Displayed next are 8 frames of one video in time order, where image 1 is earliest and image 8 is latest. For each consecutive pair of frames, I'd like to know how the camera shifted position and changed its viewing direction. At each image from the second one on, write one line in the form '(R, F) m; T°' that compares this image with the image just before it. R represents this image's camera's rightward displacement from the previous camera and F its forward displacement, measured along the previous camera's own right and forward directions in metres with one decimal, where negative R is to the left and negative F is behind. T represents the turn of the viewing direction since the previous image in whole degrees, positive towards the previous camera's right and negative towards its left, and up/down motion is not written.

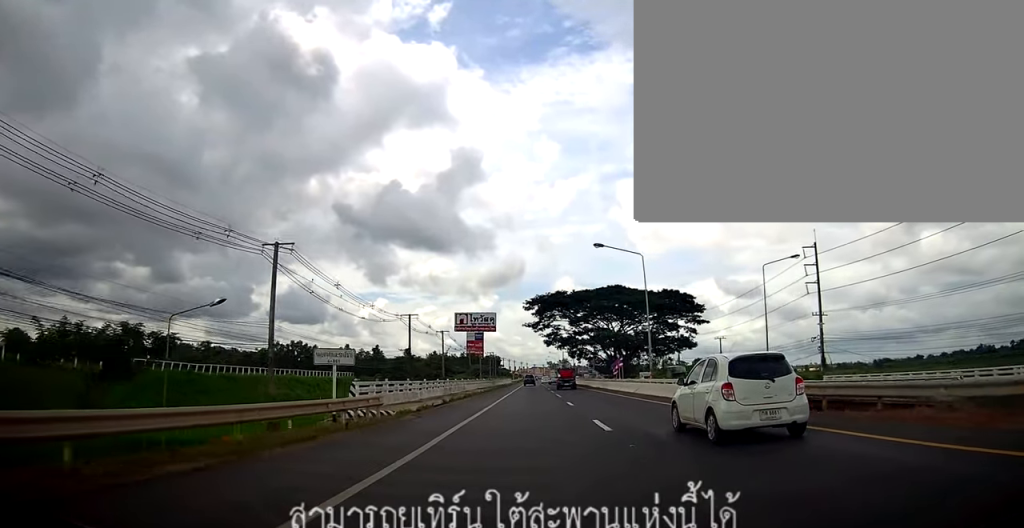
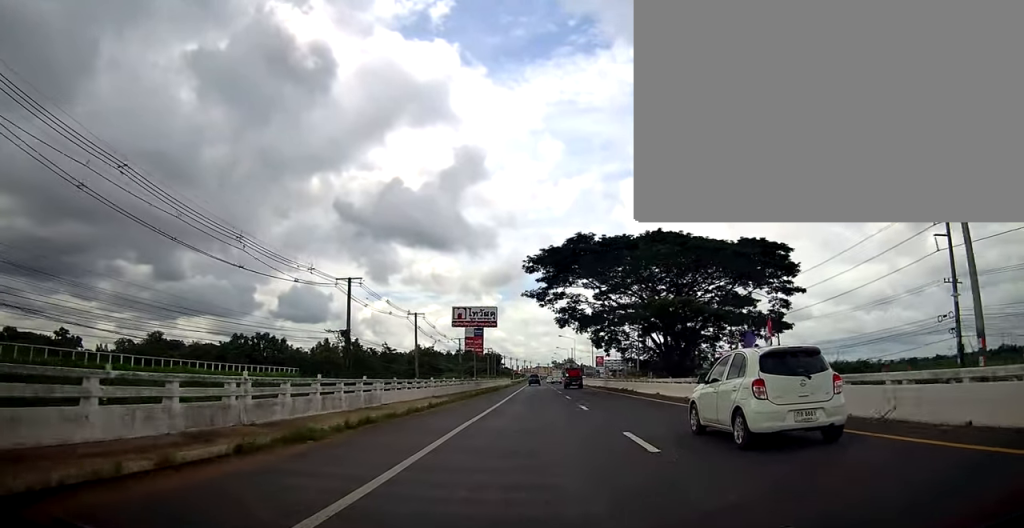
(-1.6, +27.2) m; -4°
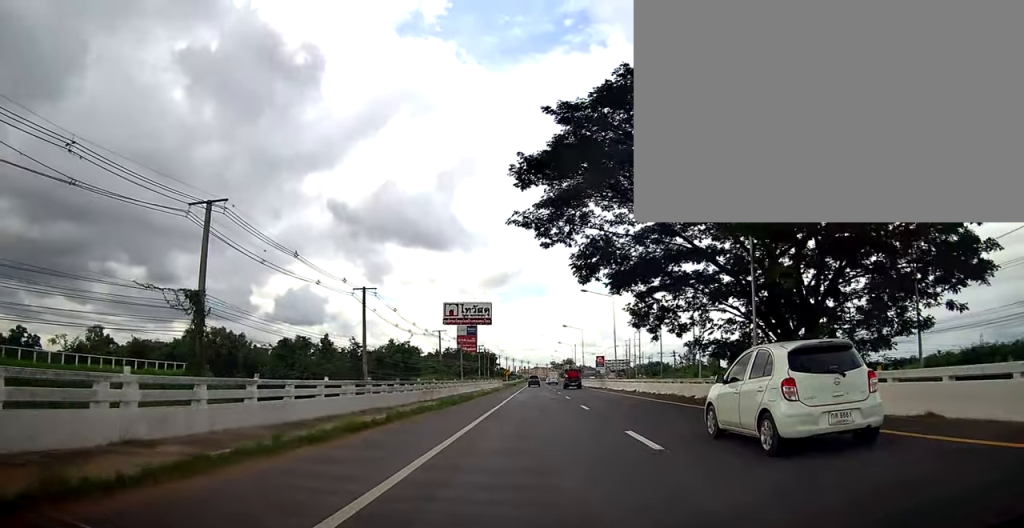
(-0.1, +23.5) m; 0°
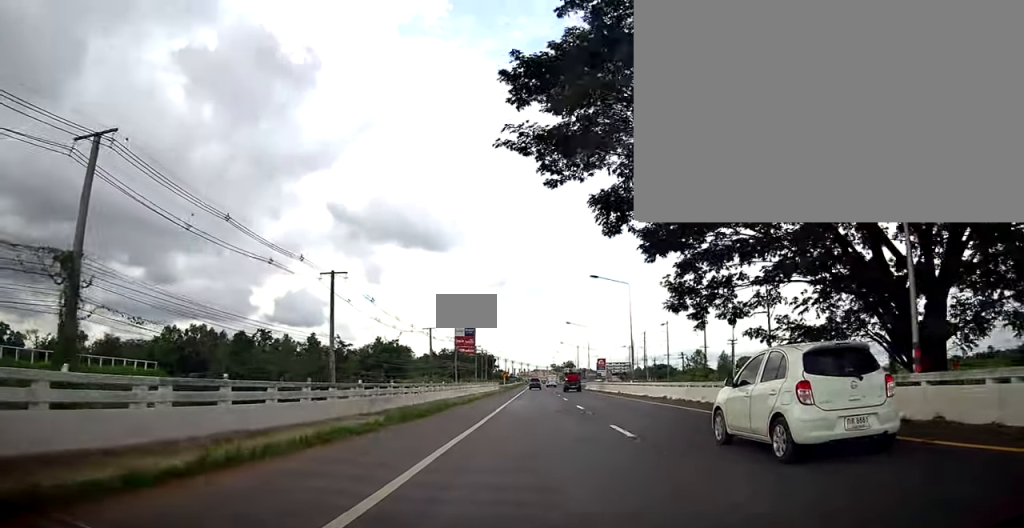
(+0.1, +9.4) m; -1°
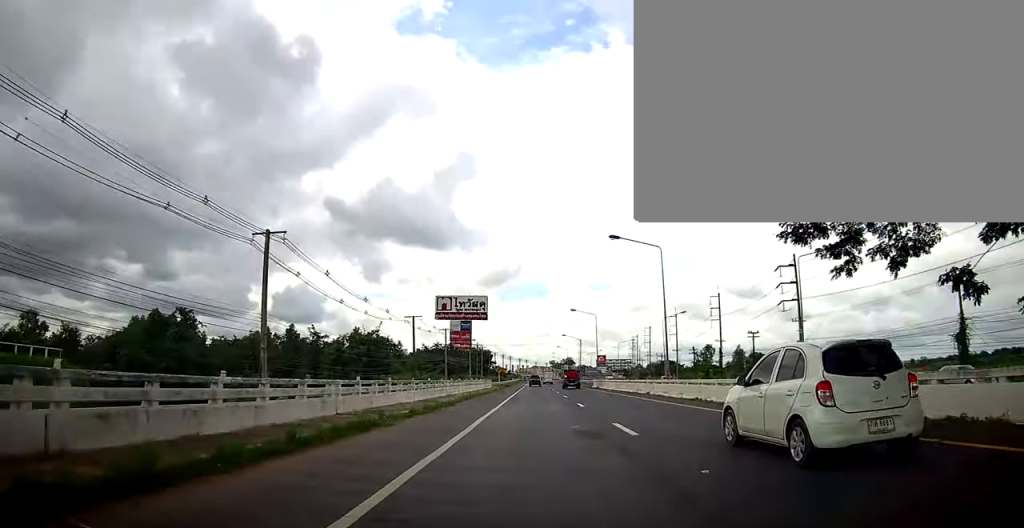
(0.0, +12.4) m; -1°
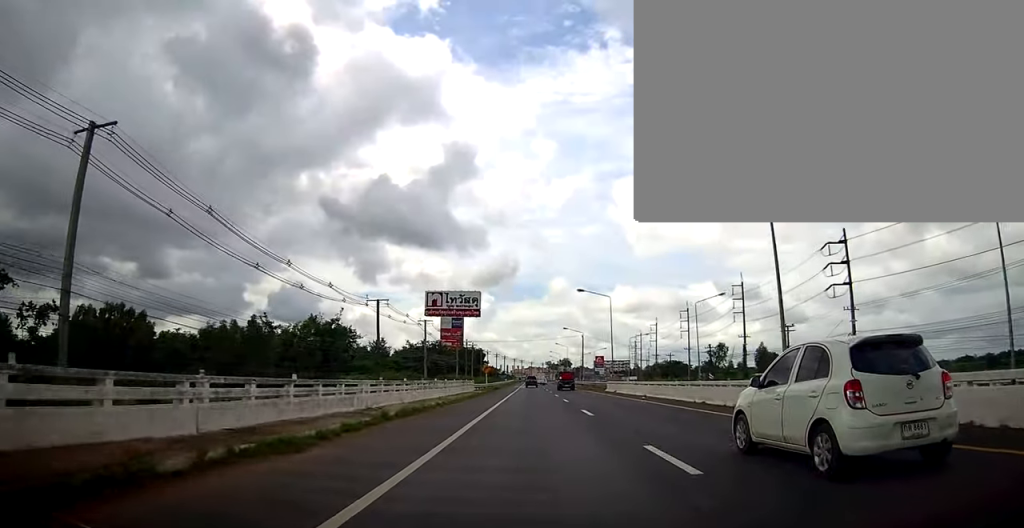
(-0.6, +16.9) m; 0°
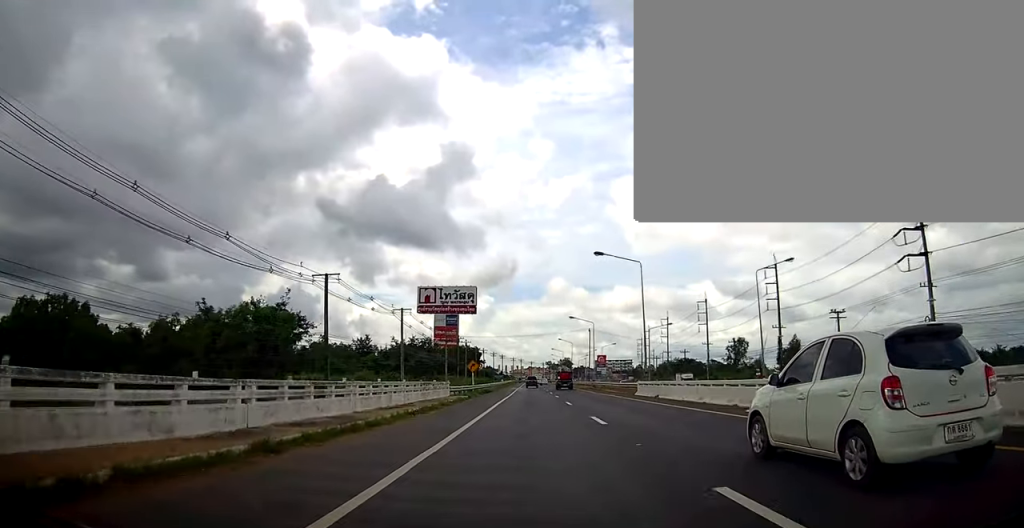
(+0.6, +16.3) m; 0°
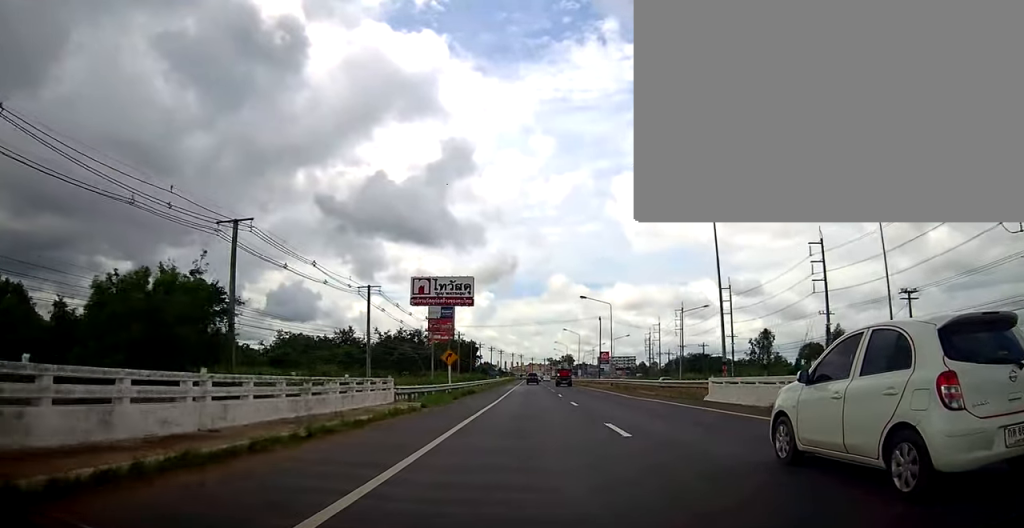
(-0.4, +16.1) m; -1°
